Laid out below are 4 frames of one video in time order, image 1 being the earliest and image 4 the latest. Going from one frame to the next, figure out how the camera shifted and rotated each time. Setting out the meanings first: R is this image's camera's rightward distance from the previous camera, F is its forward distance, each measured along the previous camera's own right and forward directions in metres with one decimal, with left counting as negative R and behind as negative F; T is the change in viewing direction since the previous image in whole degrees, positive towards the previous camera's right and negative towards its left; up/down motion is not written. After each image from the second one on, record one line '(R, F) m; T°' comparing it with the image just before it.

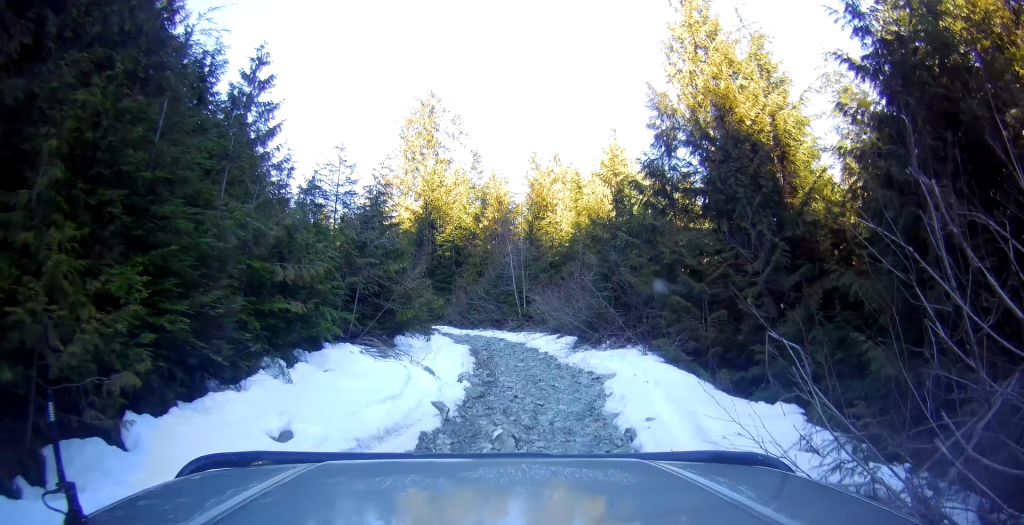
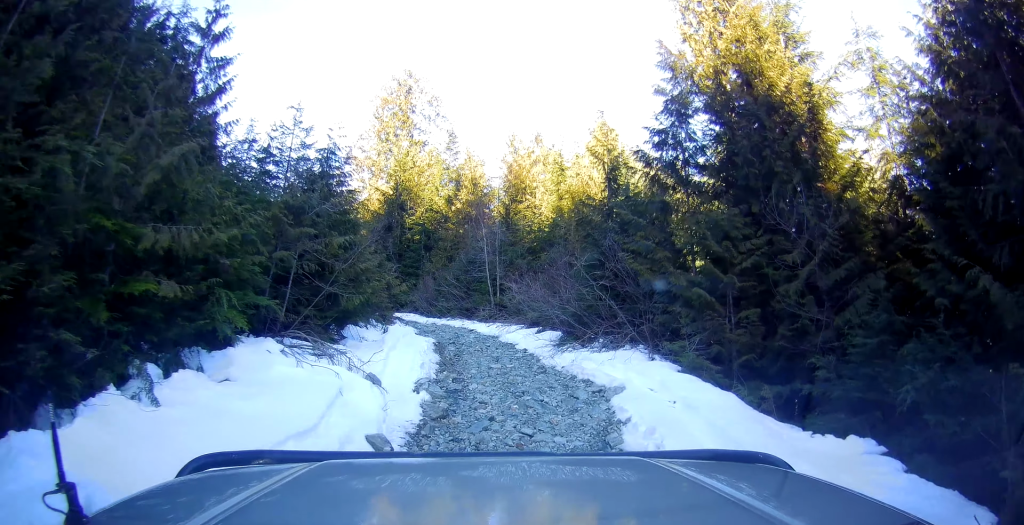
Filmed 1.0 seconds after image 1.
(-0.2, +3.3) m; -6°
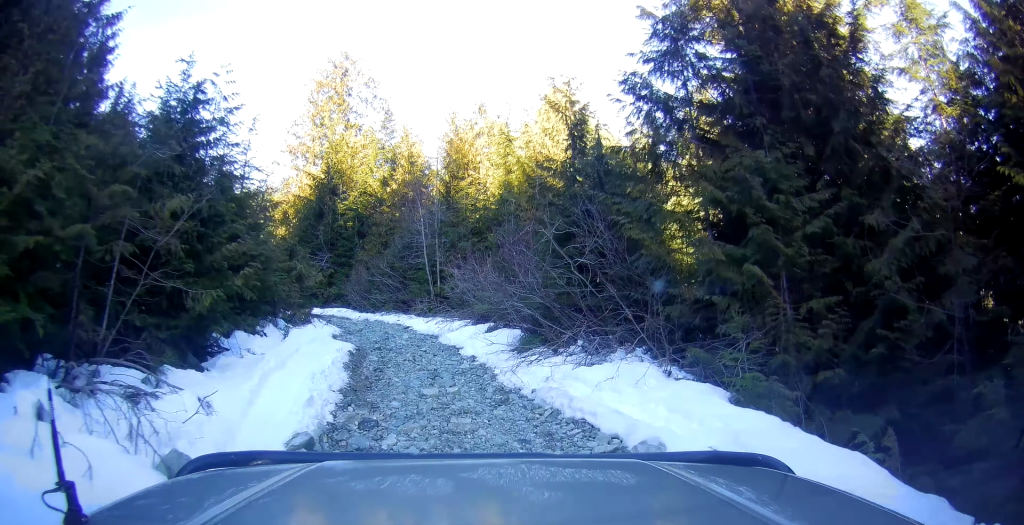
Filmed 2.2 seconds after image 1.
(-0.3, +4.3) m; 0°
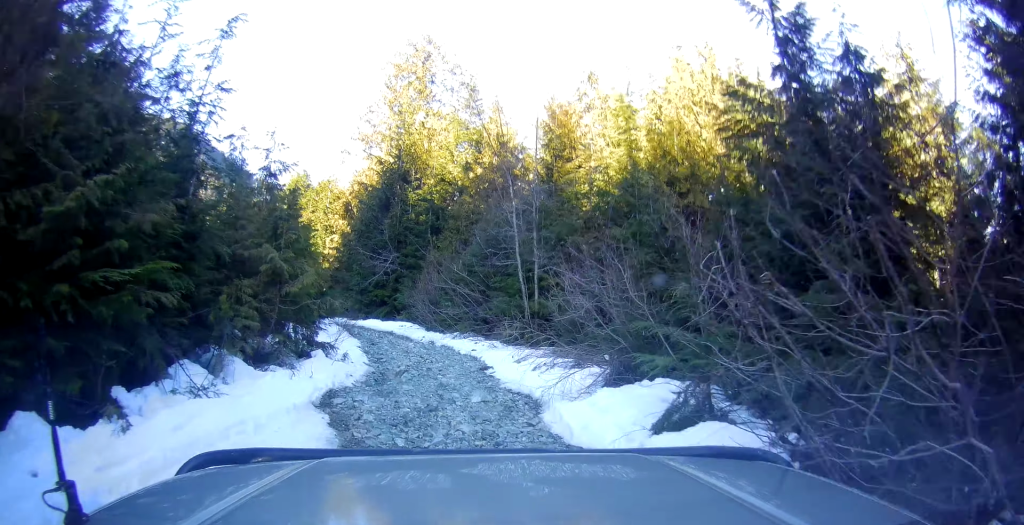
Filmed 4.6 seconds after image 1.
(-0.5, +7.8) m; +1°
